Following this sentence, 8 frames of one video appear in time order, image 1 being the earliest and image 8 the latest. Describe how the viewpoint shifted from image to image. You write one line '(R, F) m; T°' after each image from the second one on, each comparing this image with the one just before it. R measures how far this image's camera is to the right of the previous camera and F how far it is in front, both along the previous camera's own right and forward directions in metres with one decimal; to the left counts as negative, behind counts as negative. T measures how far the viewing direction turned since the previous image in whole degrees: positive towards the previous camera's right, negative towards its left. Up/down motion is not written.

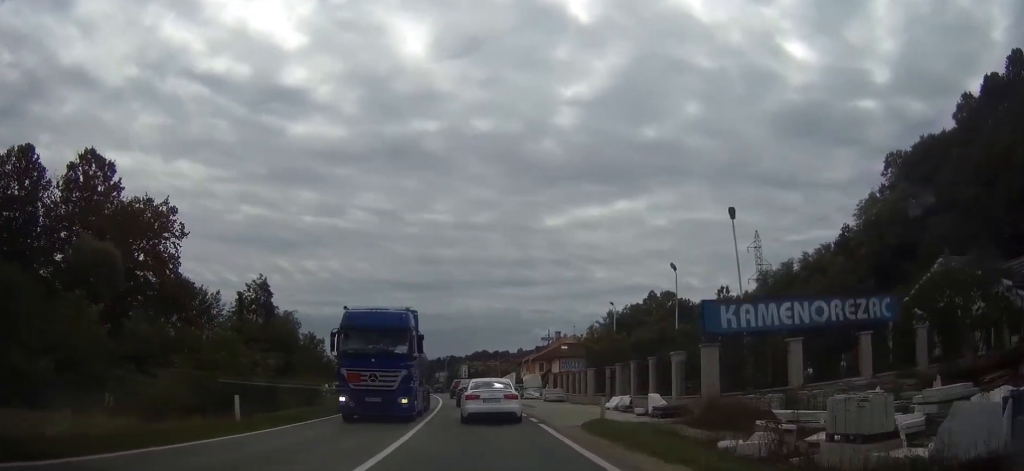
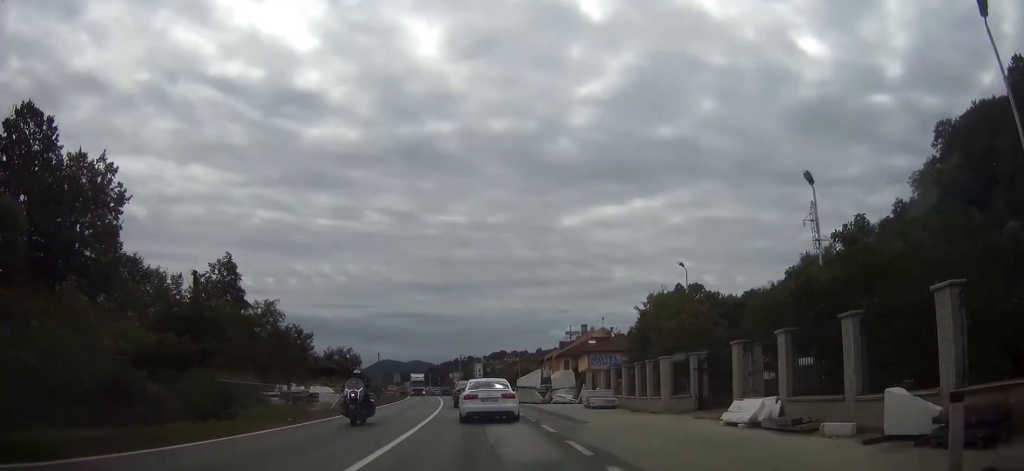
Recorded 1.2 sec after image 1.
(-0.1, +14.7) m; -1°
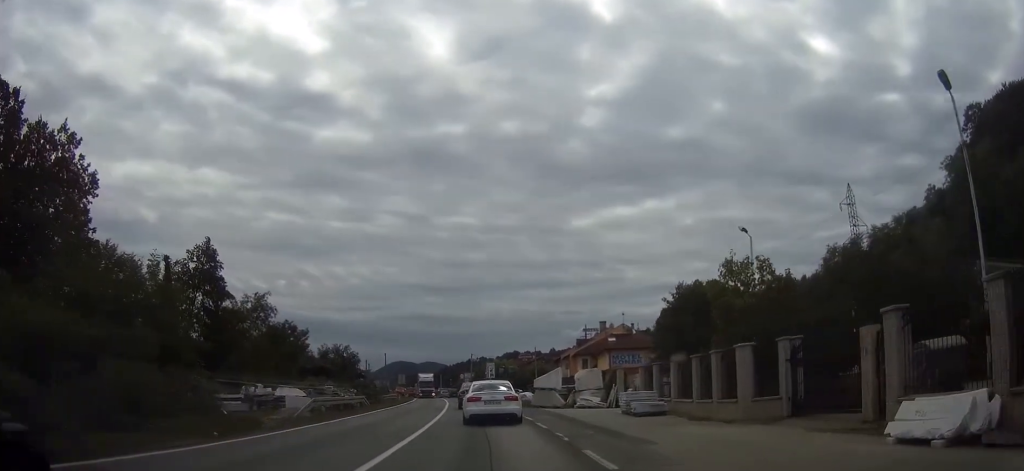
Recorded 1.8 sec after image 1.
(-0.1, +7.4) m; -1°
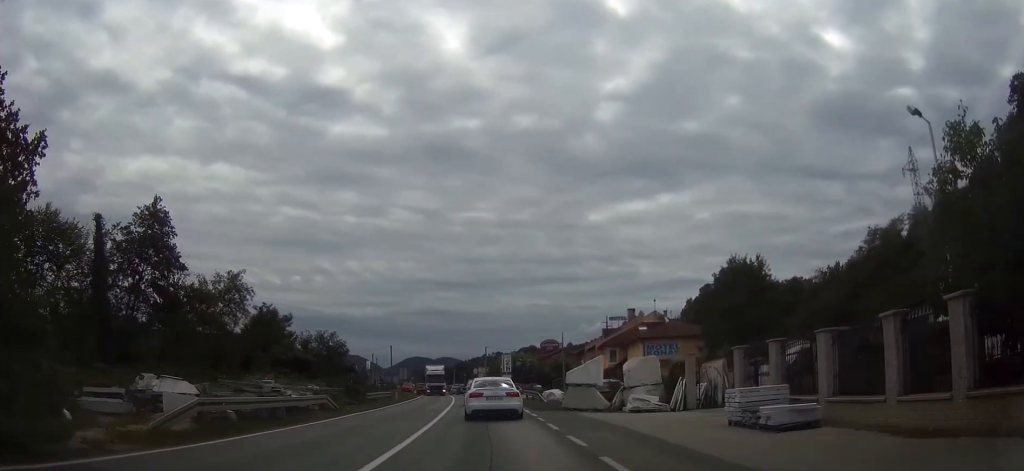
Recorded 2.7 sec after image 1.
(-0.1, +11.7) m; -1°
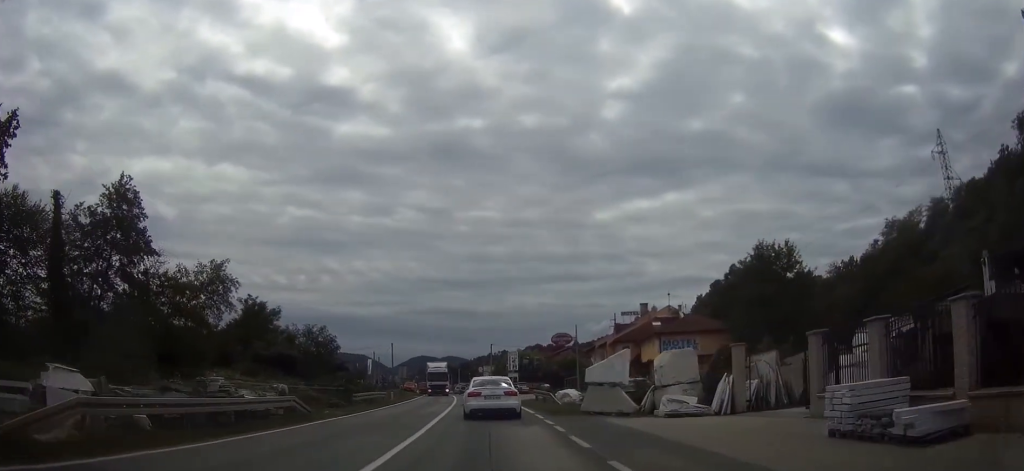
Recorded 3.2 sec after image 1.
(0.0, +5.1) m; 0°
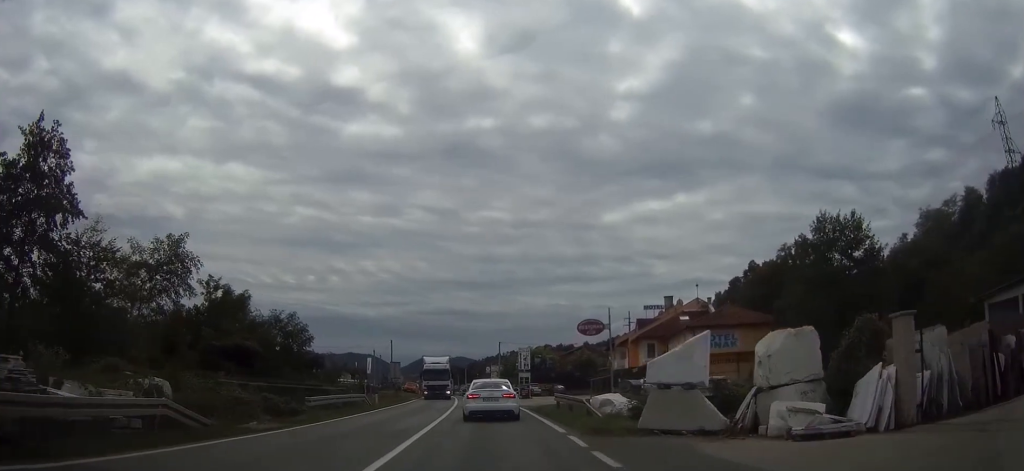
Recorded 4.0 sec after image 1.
(0.0, +9.7) m; -1°
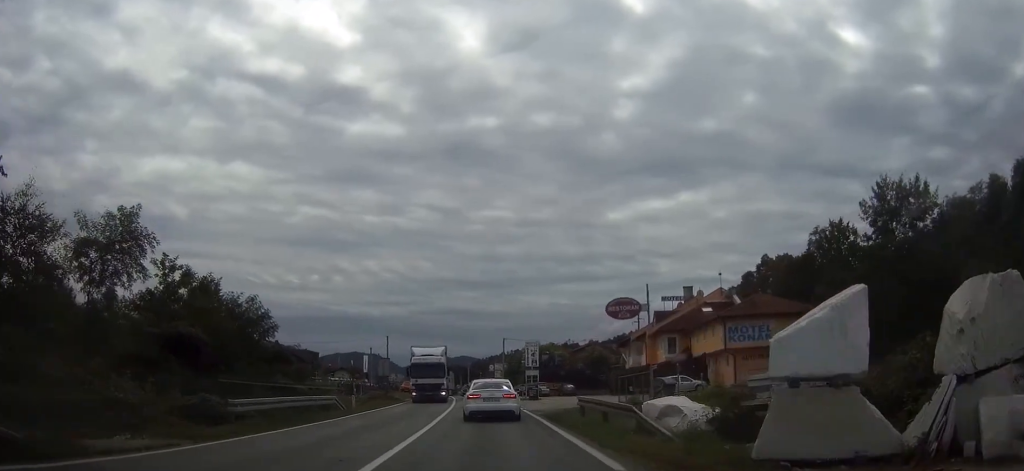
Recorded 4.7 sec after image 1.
(0.0, +7.6) m; -1°
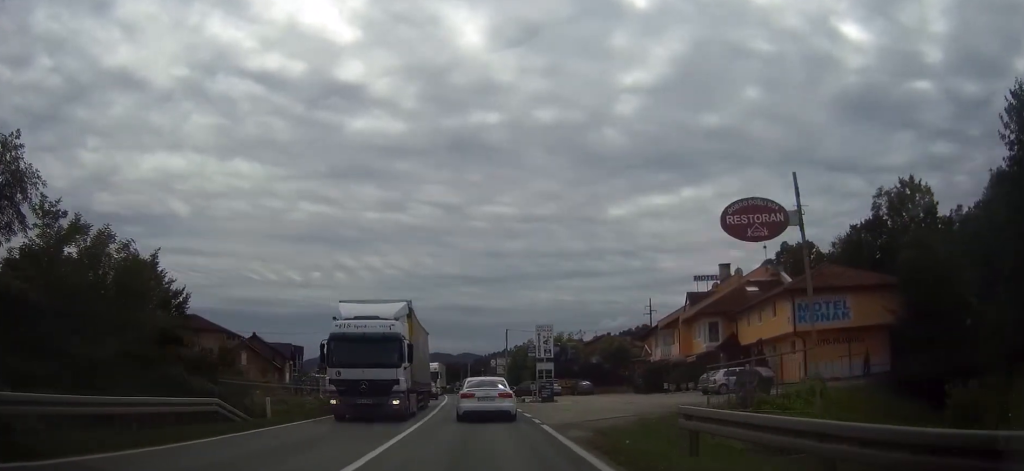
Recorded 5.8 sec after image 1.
(-0.2, +12.9) m; -1°
